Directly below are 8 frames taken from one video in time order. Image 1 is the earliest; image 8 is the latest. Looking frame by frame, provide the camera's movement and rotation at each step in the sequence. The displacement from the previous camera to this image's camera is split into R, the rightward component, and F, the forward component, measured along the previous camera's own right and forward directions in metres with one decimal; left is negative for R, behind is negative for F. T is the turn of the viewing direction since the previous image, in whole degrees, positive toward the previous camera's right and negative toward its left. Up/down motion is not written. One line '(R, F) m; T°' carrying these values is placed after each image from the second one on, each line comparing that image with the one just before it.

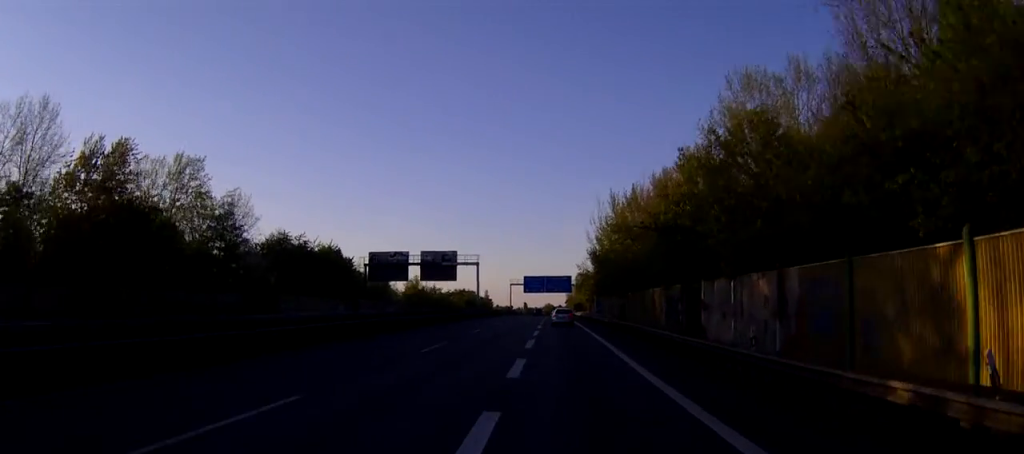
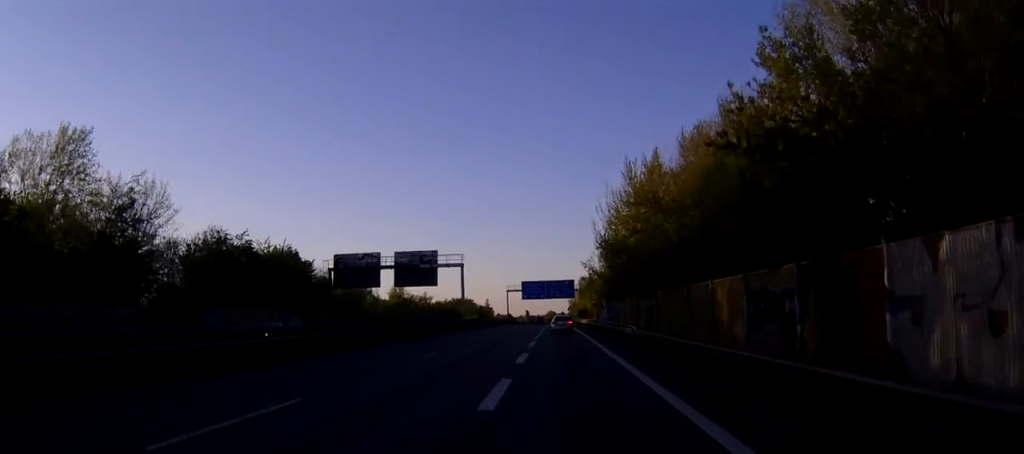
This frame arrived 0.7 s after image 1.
(-0.1, +17.3) m; 0°
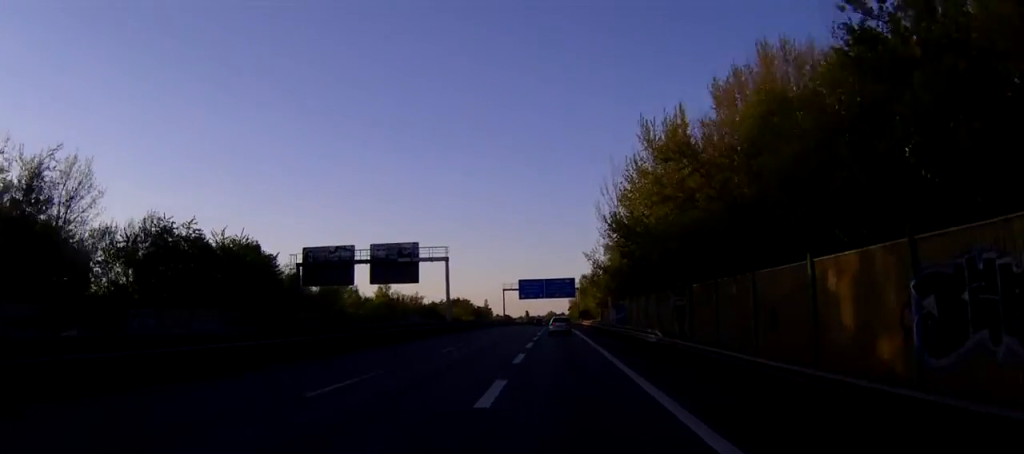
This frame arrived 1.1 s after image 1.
(-0.1, +11.2) m; 0°
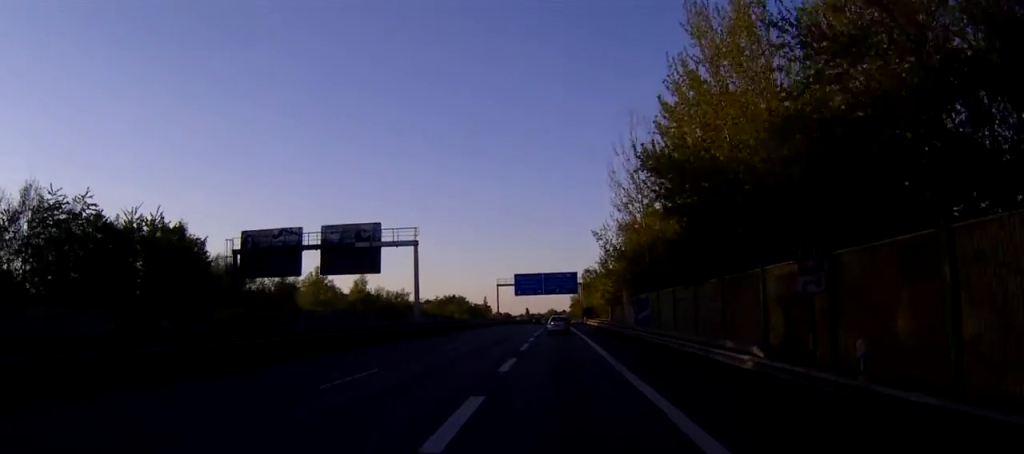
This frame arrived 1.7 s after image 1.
(0.0, +16.4) m; 0°
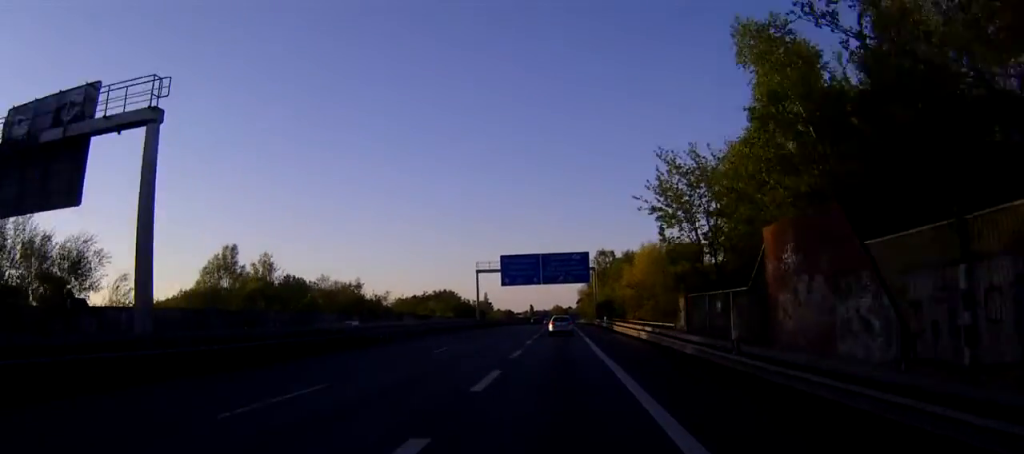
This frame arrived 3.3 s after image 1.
(+0.1, +40.9) m; 0°
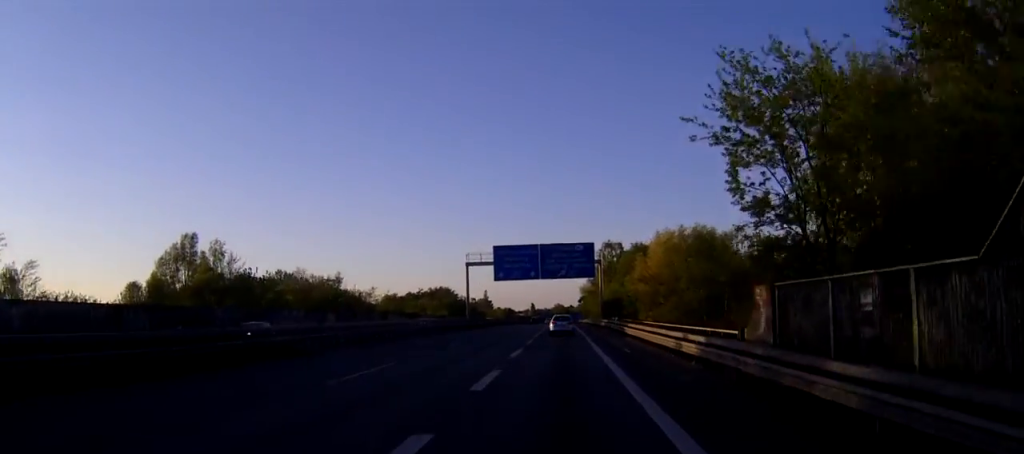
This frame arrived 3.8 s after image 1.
(0.0, +12.0) m; 0°
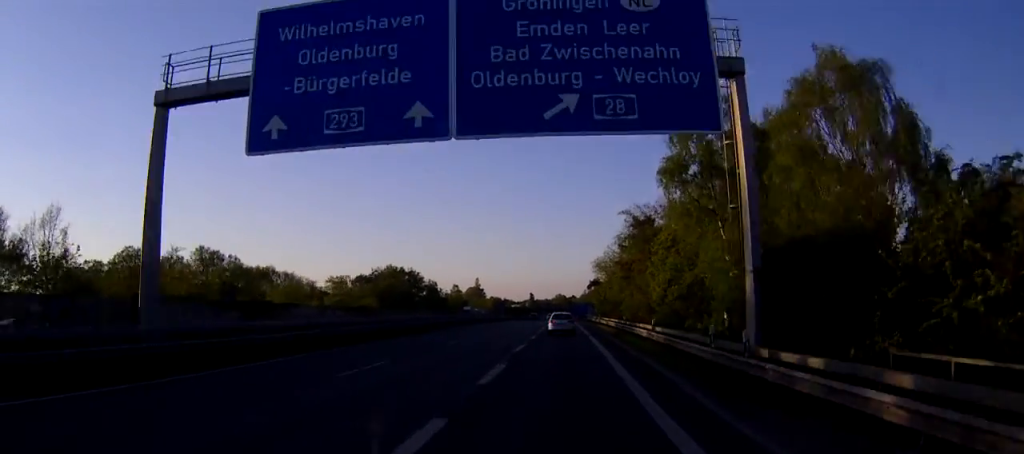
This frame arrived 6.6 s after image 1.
(-0.3, +71.3) m; -1°
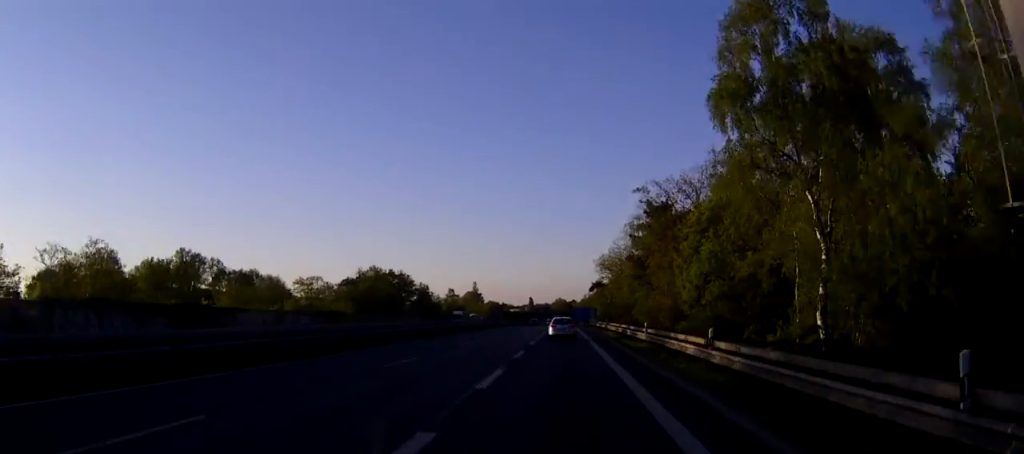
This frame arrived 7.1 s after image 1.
(-0.1, +12.9) m; 0°
